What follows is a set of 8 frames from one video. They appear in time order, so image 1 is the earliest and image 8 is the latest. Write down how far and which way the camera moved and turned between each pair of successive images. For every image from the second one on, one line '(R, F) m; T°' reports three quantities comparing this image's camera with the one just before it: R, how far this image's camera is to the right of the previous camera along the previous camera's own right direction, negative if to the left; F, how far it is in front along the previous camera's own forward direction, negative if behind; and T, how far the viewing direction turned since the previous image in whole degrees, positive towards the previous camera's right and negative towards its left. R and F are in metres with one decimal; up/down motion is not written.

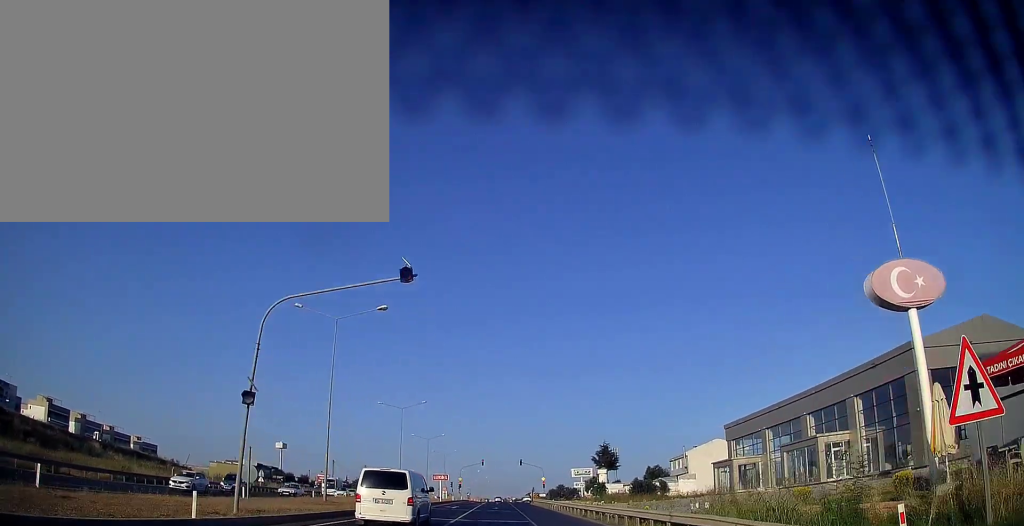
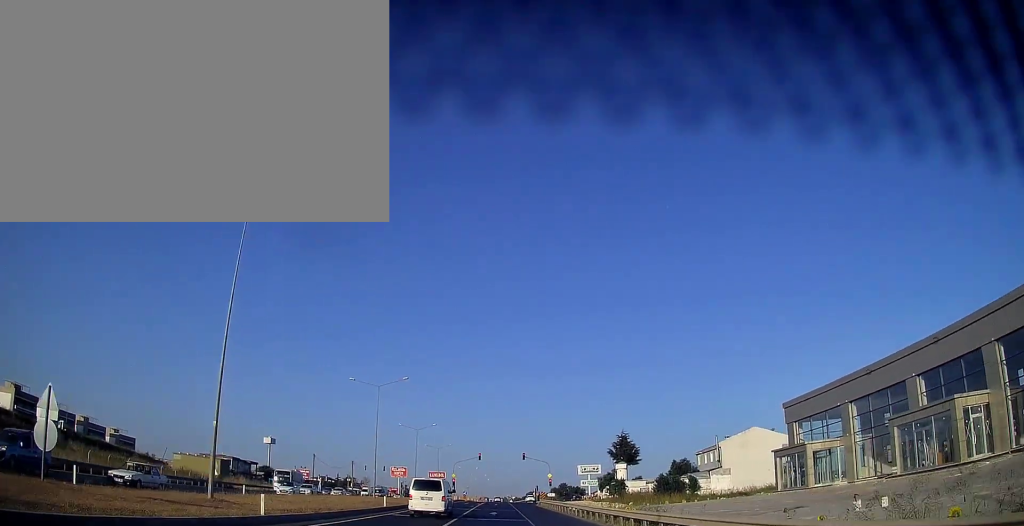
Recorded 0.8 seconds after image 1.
(0.0, +15.2) m; +1°
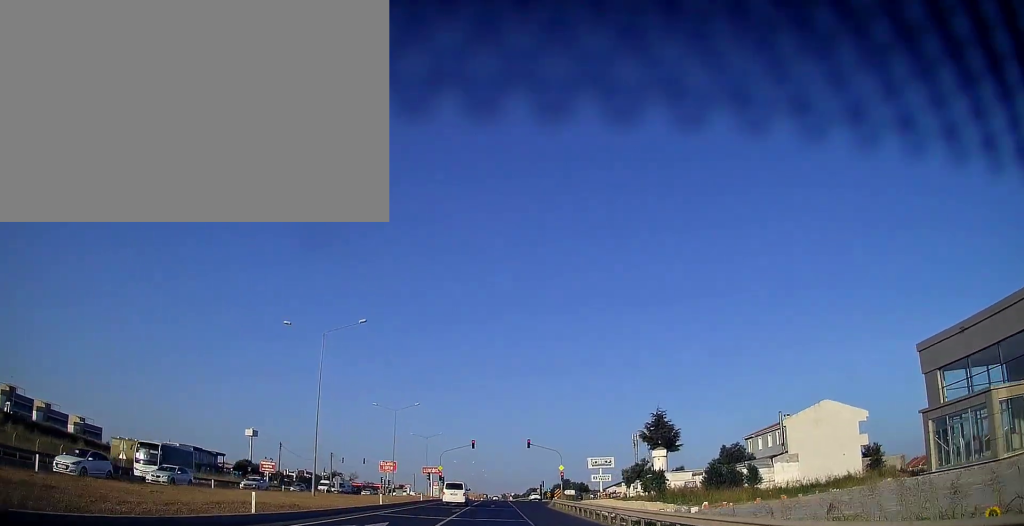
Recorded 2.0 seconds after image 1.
(+0.1, +19.9) m; 0°
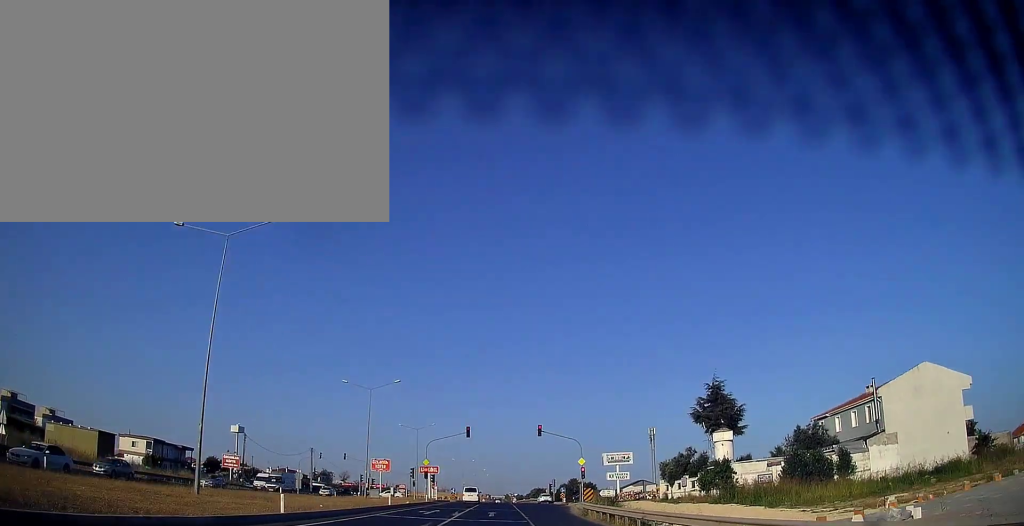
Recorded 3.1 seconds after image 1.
(-0.2, +16.8) m; -1°
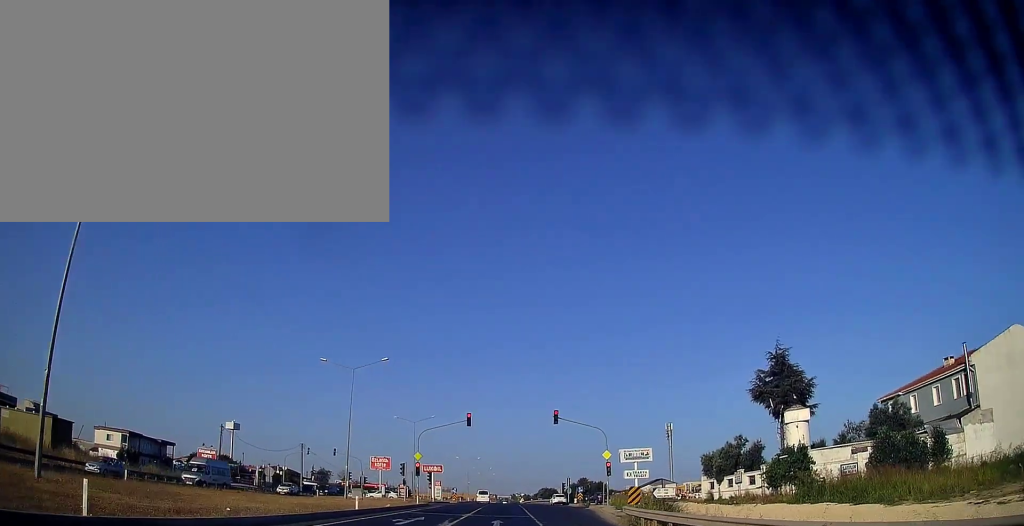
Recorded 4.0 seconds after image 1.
(0.0, +10.1) m; 0°
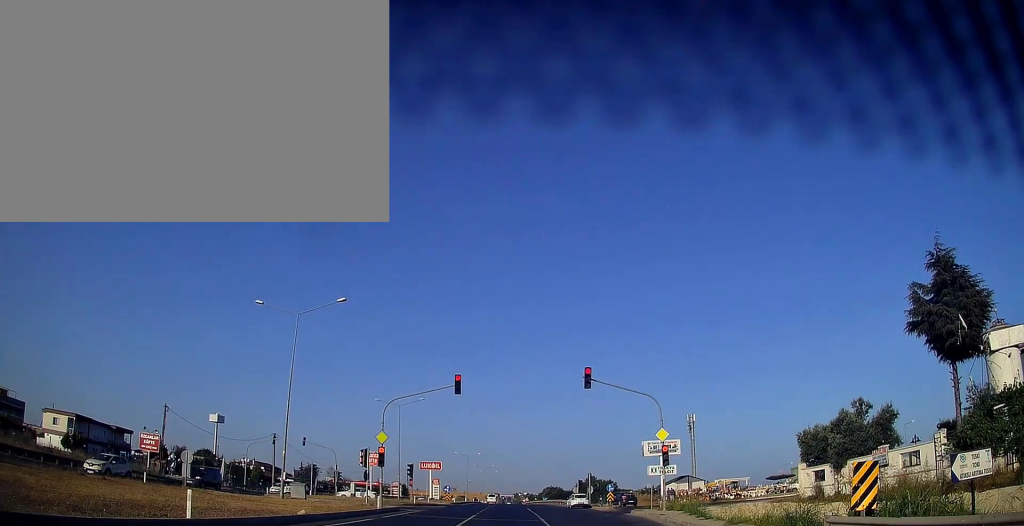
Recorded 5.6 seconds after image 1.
(+0.2, +15.4) m; -1°
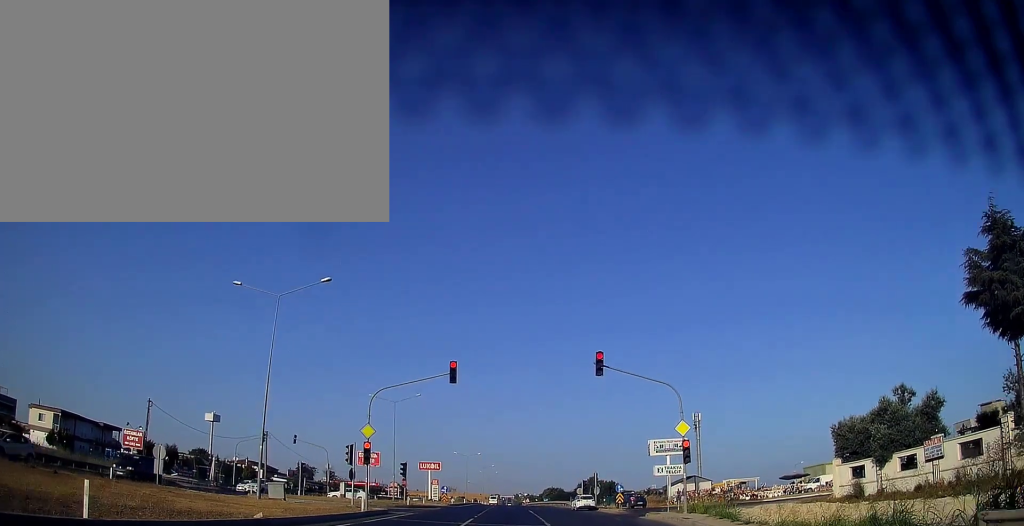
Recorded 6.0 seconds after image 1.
(-0.1, +3.4) m; -1°
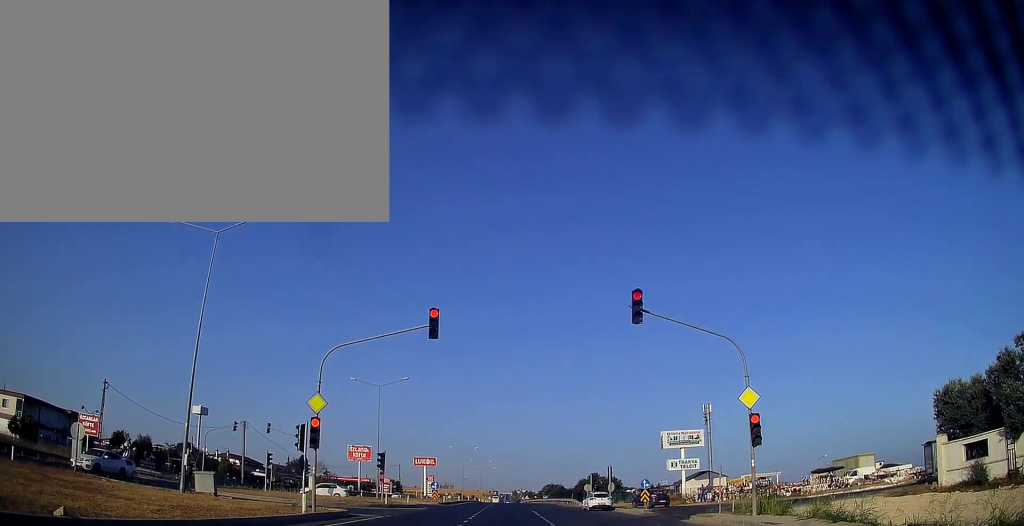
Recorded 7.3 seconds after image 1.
(-0.1, +8.0) m; -1°
